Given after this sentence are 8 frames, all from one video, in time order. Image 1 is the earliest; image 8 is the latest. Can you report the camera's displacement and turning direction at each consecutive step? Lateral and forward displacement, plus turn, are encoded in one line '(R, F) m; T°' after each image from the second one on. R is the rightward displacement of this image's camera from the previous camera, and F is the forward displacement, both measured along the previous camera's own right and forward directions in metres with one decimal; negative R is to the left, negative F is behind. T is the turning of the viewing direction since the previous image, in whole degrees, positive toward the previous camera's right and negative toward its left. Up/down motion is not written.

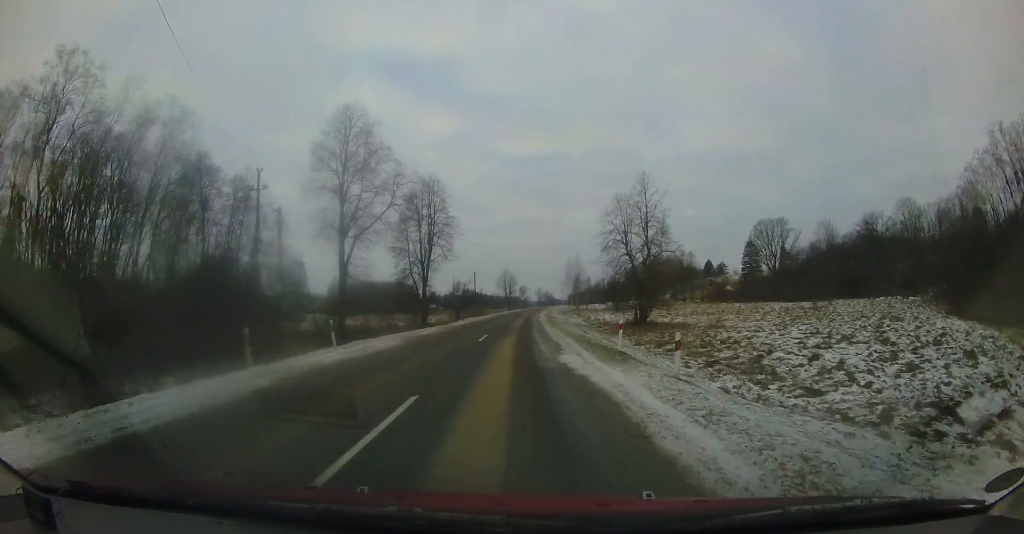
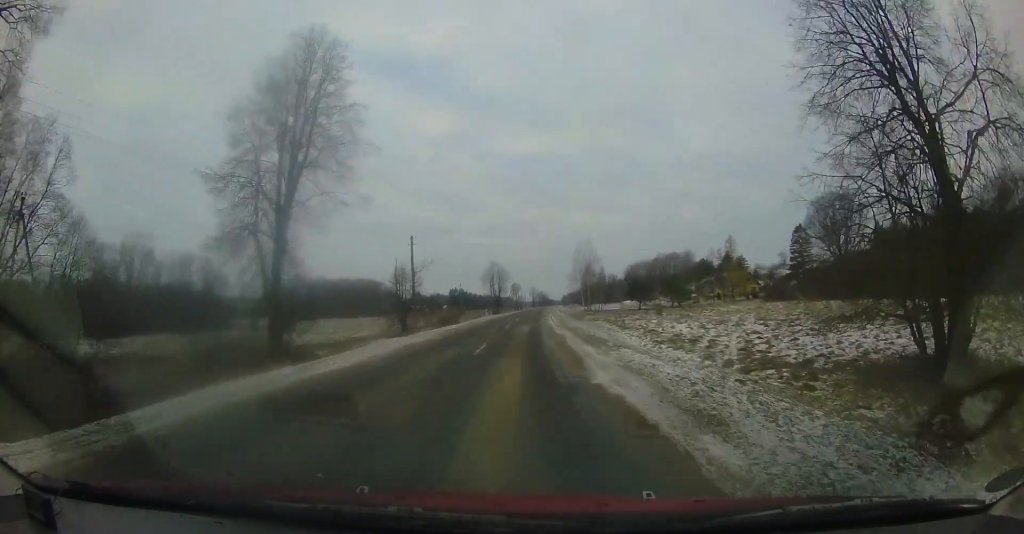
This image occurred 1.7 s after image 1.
(-0.1, +28.4) m; 0°
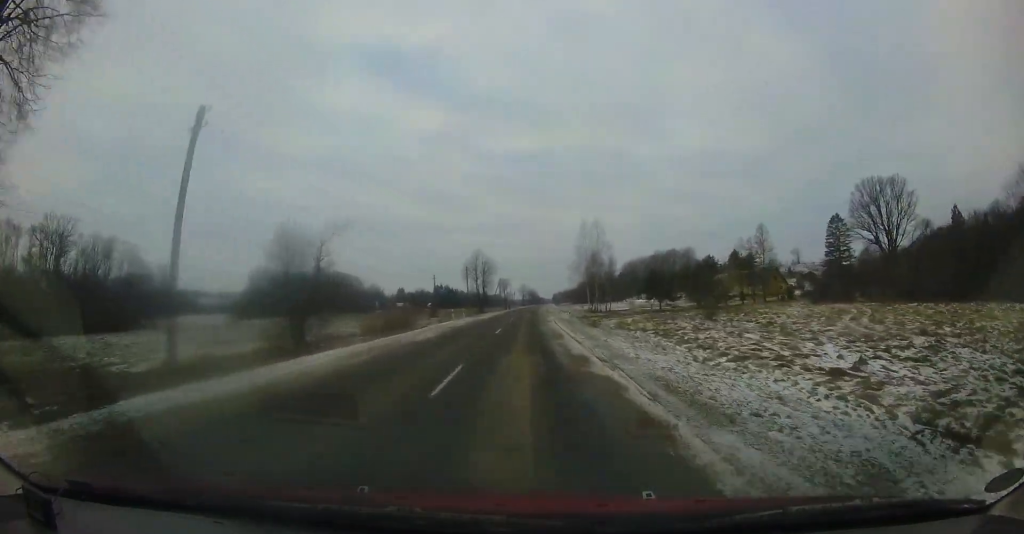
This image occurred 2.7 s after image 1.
(+0.3, +17.7) m; +3°
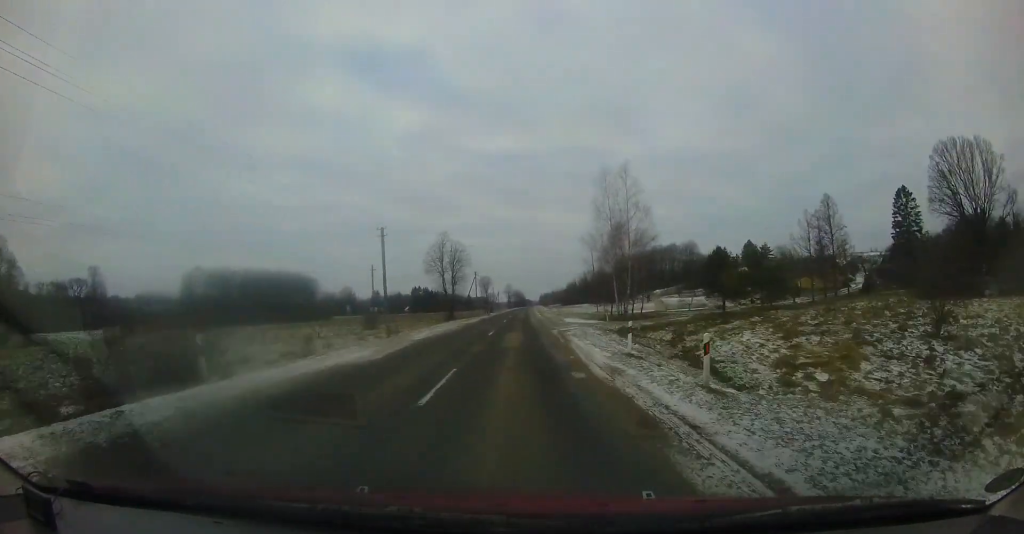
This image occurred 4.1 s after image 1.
(+0.9, +24.7) m; +2°
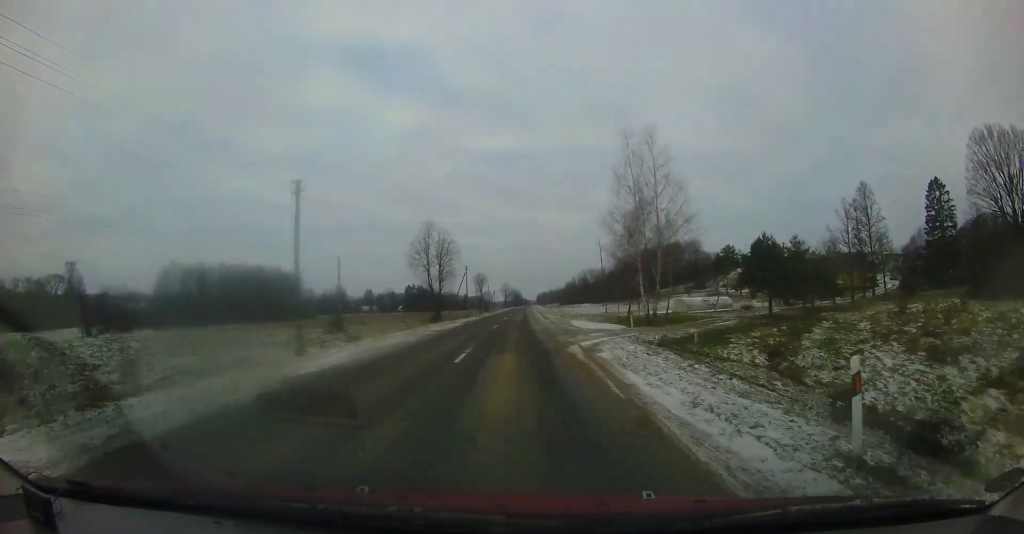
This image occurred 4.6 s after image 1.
(0.0, +8.6) m; +1°
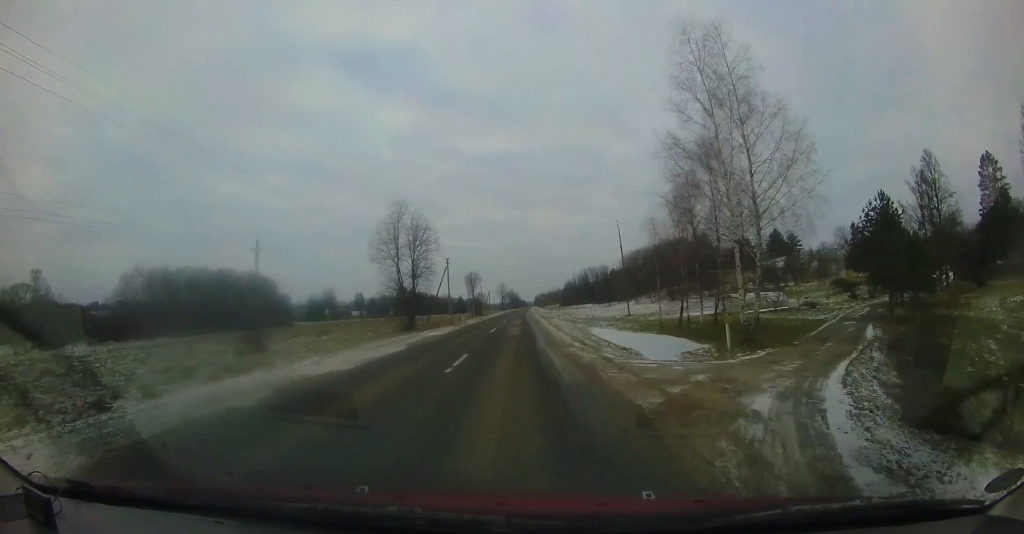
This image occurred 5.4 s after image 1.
(+0.3, +13.2) m; +1°
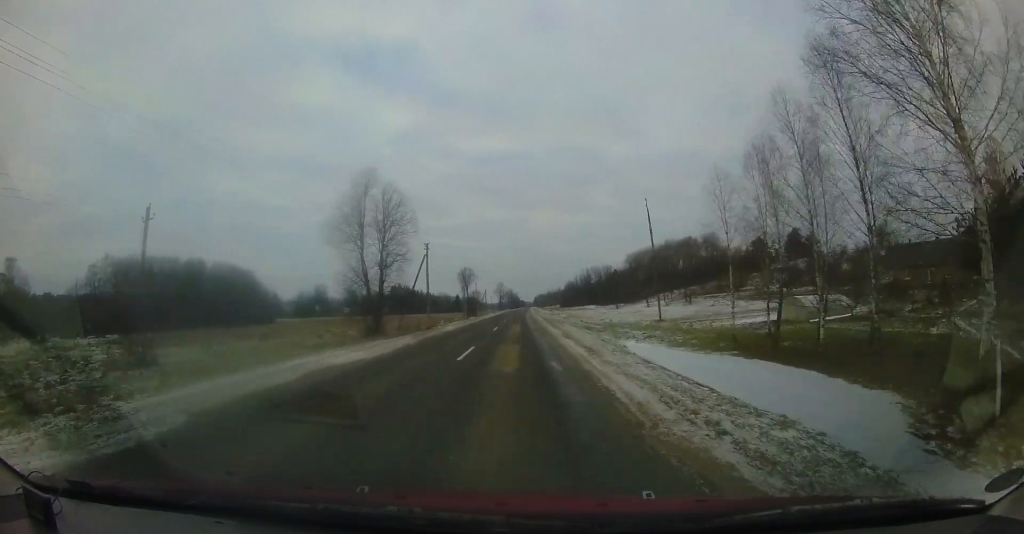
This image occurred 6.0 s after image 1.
(0.0, +10.3) m; -1°
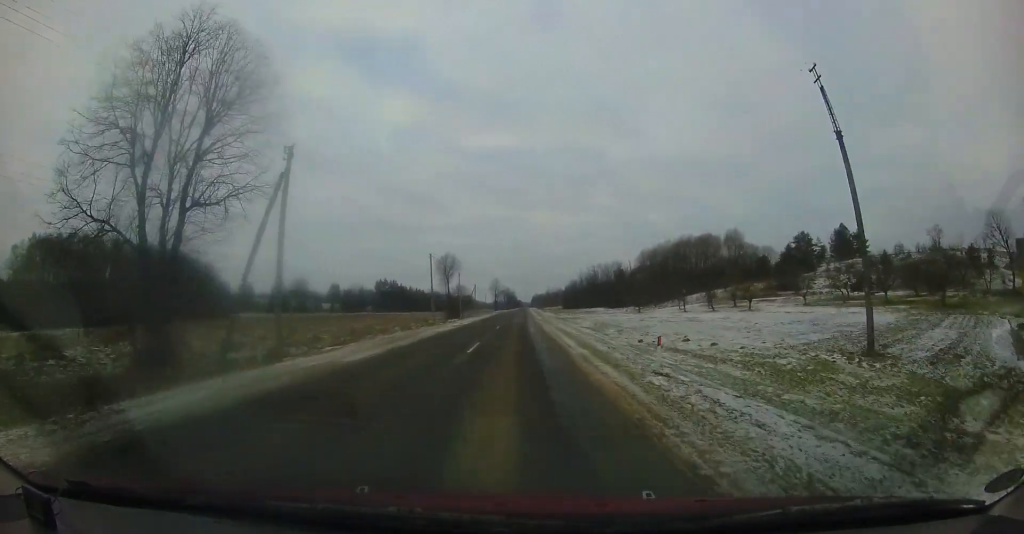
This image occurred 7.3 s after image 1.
(-0.4, +22.5) m; -1°
